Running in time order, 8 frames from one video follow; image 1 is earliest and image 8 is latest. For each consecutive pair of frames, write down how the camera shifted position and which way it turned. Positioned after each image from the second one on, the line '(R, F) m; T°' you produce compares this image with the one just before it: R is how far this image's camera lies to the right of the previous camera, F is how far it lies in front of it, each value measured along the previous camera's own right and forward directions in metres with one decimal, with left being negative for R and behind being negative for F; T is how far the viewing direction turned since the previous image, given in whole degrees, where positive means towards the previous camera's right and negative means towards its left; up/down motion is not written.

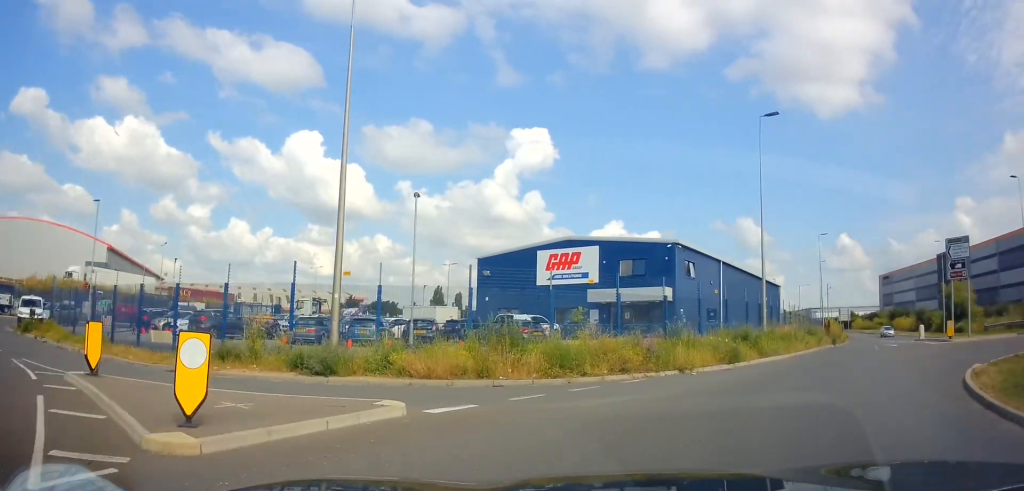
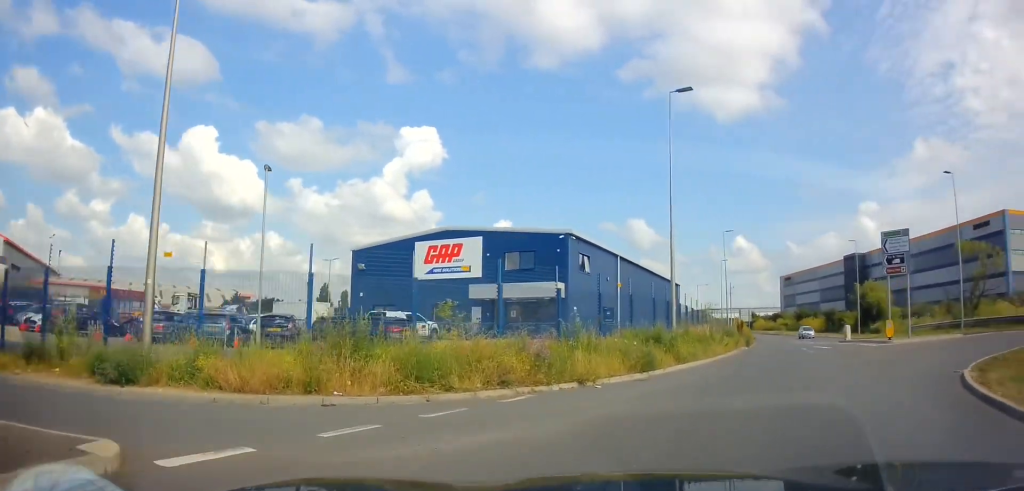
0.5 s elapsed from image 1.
(+0.4, +3.5) m; +11°
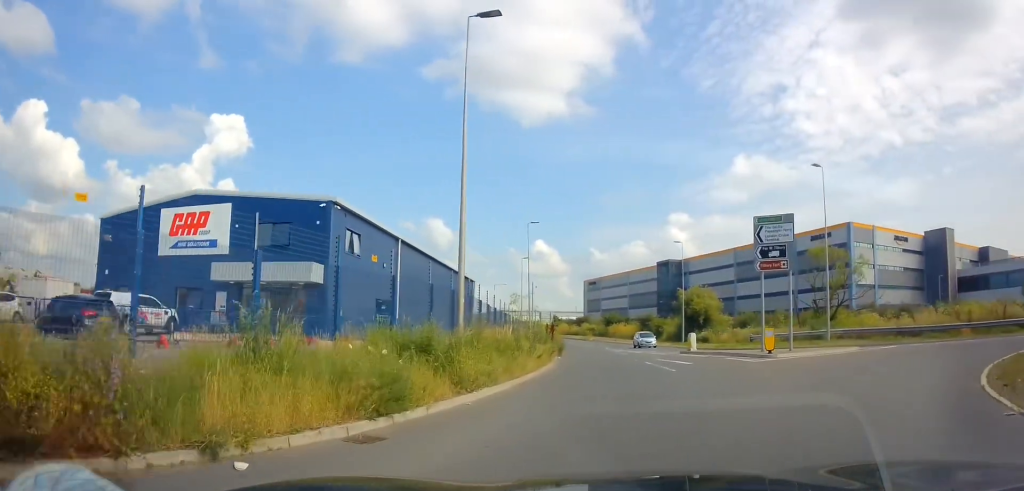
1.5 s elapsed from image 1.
(+1.2, +7.0) m; +17°
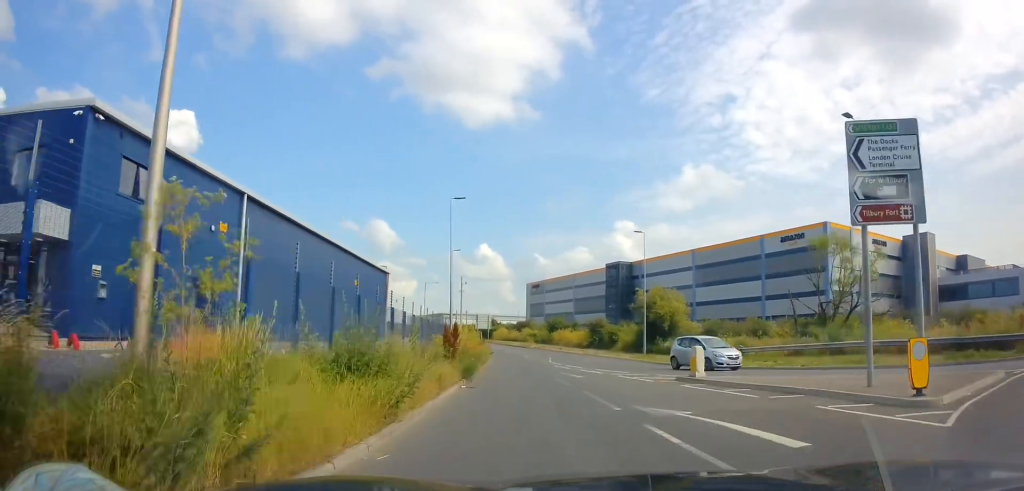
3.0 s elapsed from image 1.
(+1.6, +12.0) m; +8°
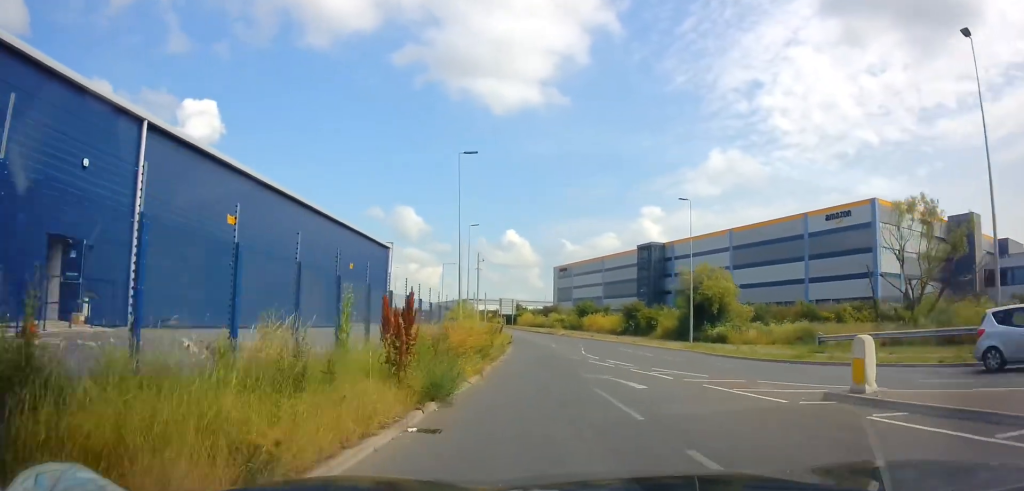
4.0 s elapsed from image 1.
(-0.1, +8.6) m; -1°
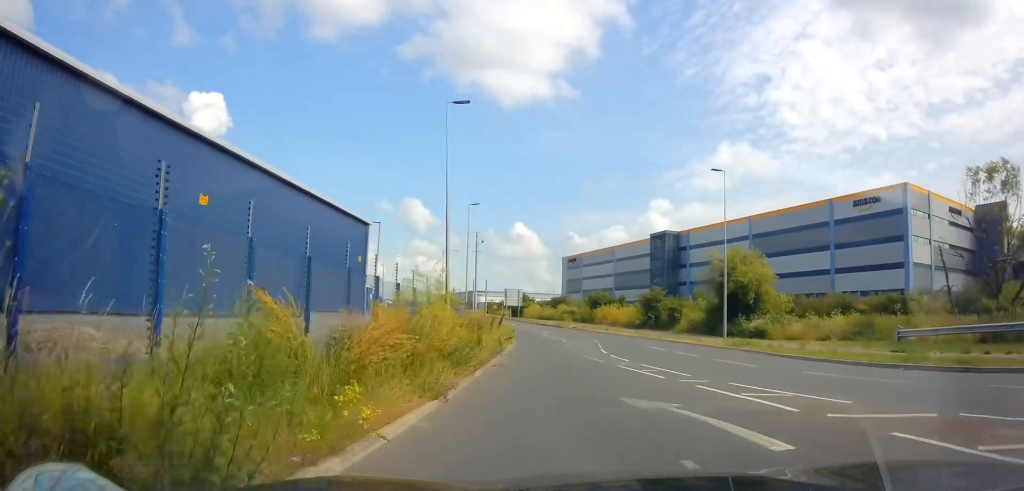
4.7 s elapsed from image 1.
(-0.1, +6.9) m; 0°
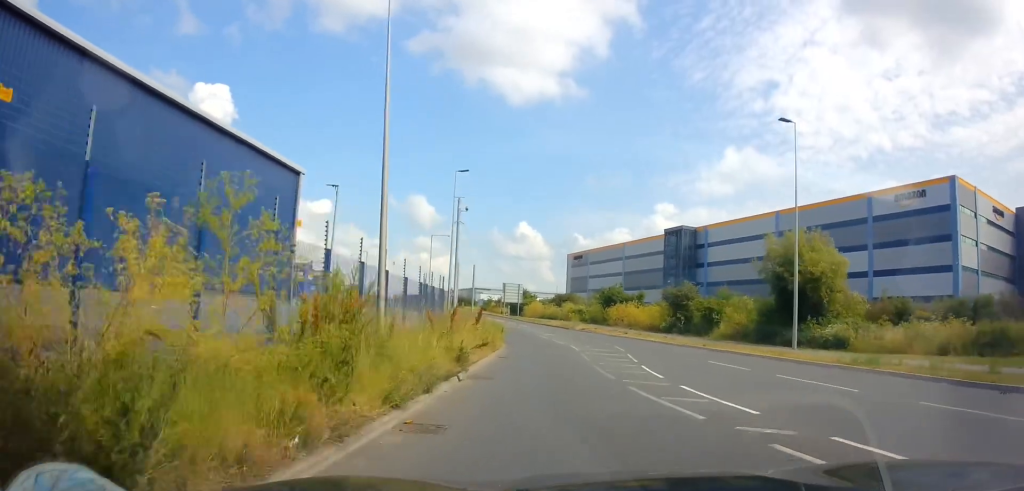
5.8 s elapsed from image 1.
(+0.1, +11.5) m; 0°
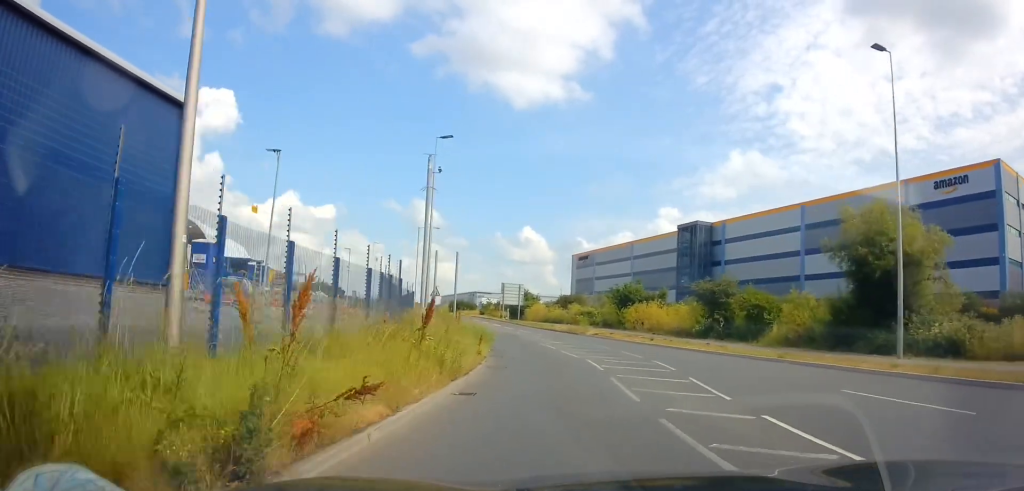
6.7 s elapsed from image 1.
(0.0, +9.7) m; -2°
